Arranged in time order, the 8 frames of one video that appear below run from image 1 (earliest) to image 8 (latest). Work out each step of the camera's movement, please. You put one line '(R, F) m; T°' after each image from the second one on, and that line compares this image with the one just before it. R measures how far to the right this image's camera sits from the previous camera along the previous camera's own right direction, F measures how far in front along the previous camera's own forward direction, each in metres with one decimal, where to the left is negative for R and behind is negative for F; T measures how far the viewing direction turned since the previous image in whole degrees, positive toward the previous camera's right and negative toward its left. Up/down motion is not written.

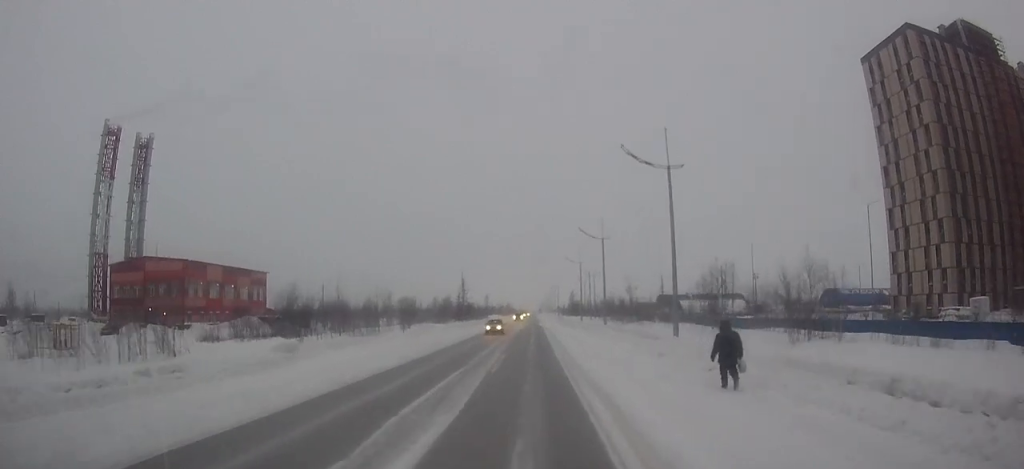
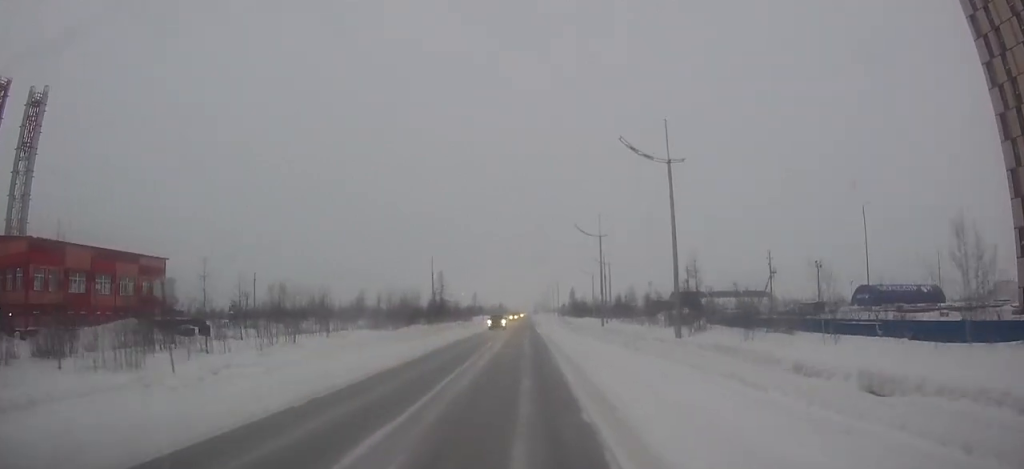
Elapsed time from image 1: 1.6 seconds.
(+0.1, +31.6) m; 0°
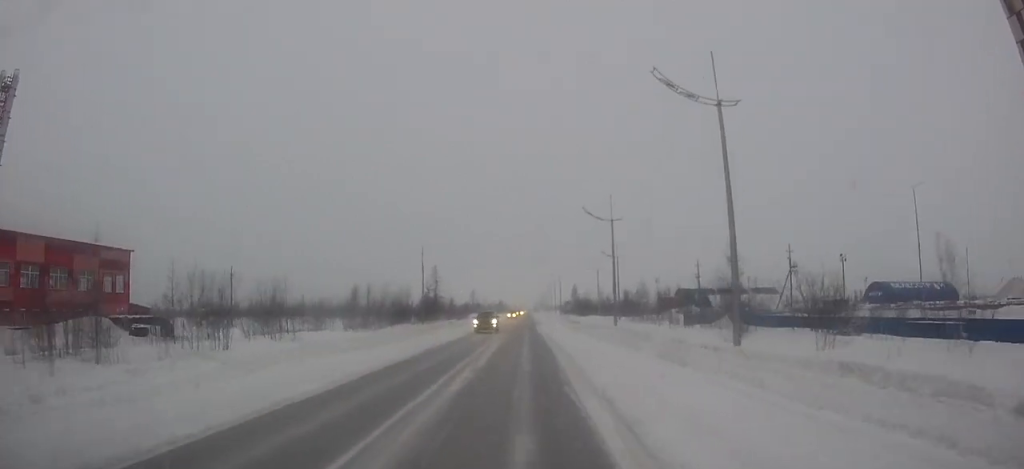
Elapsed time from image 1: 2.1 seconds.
(0.0, +8.5) m; 0°
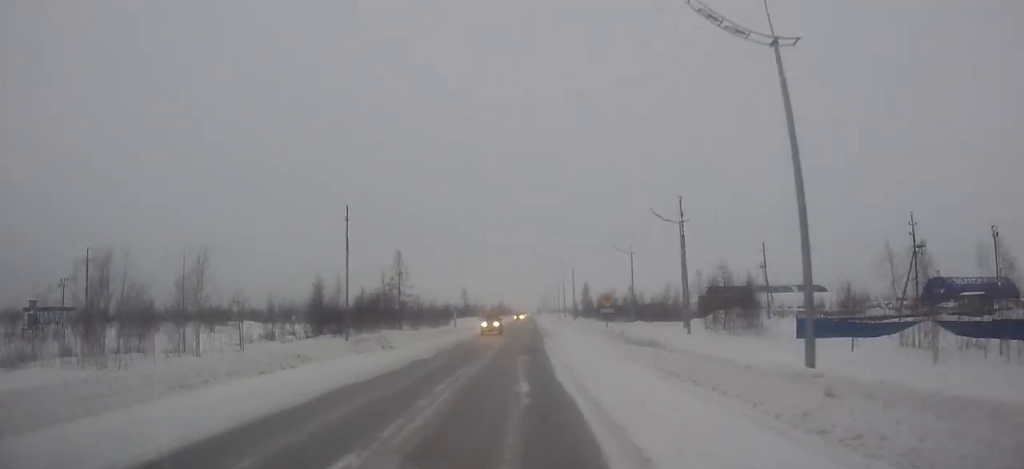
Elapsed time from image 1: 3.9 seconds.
(-0.1, +35.5) m; 0°
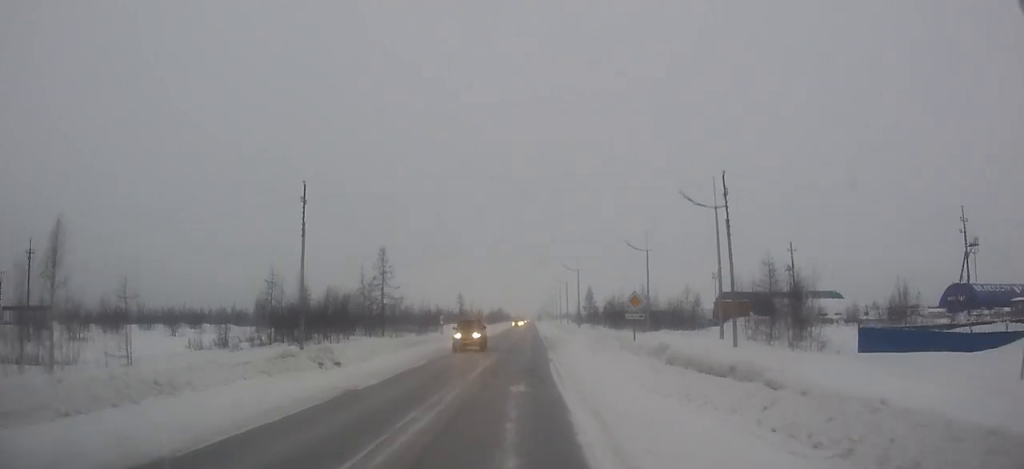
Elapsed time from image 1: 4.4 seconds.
(0.0, +9.9) m; 0°
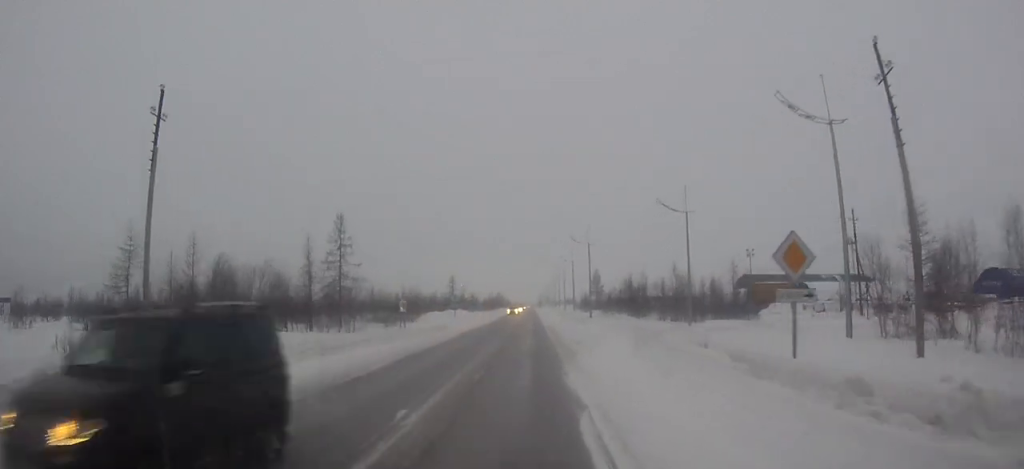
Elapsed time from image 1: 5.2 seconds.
(0.0, +17.3) m; 0°
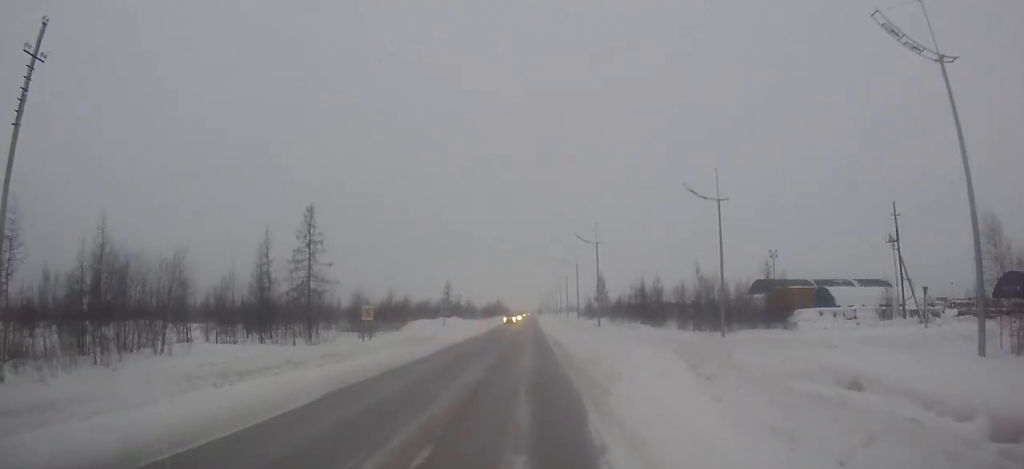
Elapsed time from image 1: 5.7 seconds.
(0.0, +8.6) m; 0°
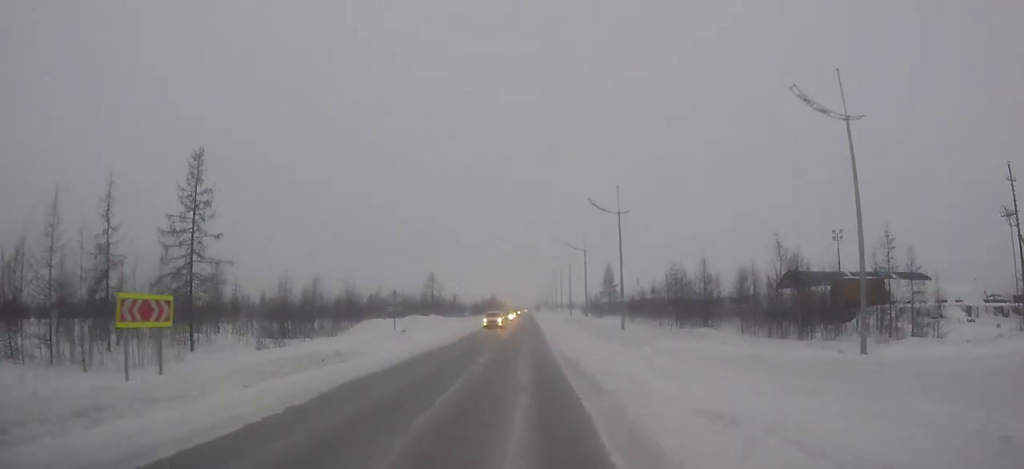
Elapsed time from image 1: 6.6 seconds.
(+0.1, +18.7) m; 0°
